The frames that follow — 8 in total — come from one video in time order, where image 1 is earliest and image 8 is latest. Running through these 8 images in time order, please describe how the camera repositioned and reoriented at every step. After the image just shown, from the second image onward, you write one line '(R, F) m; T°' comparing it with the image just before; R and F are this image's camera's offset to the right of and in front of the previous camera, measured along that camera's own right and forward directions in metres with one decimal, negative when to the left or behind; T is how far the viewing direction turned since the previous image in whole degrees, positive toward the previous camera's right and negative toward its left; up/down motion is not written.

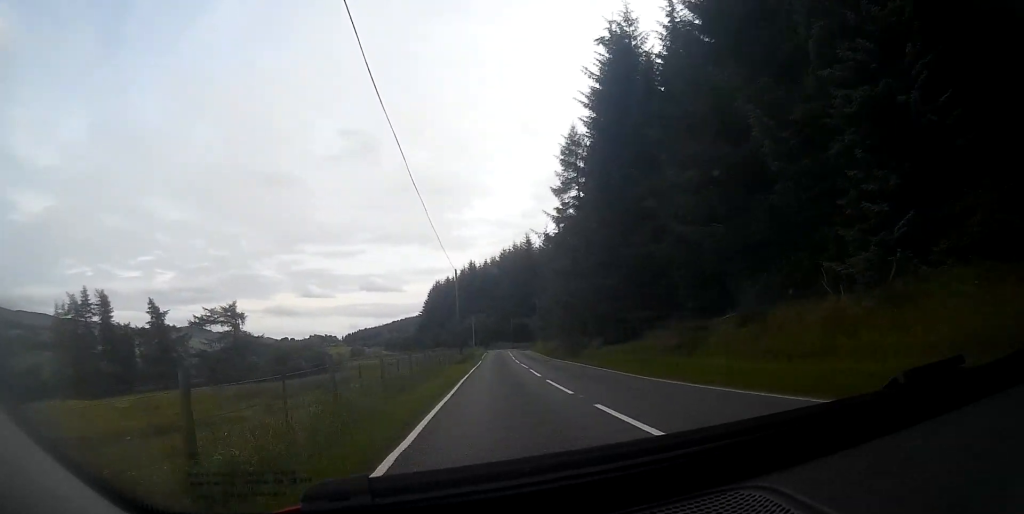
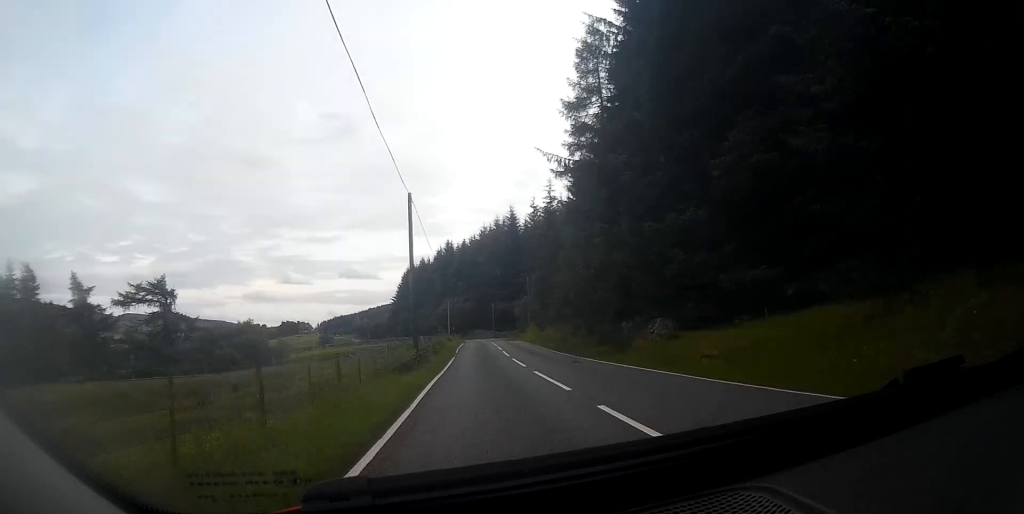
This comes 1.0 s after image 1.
(+0.5, +19.1) m; +2°
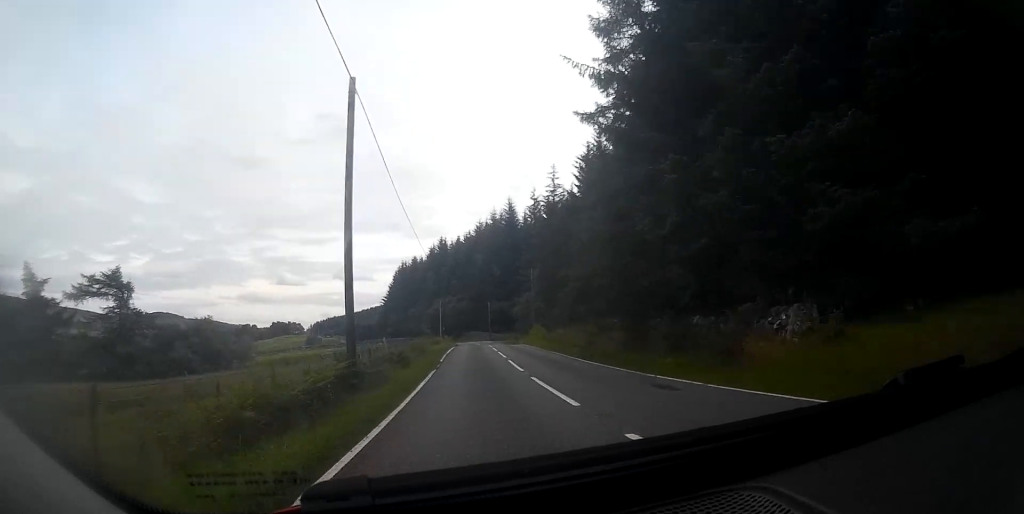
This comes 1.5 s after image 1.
(+0.2, +11.1) m; +1°
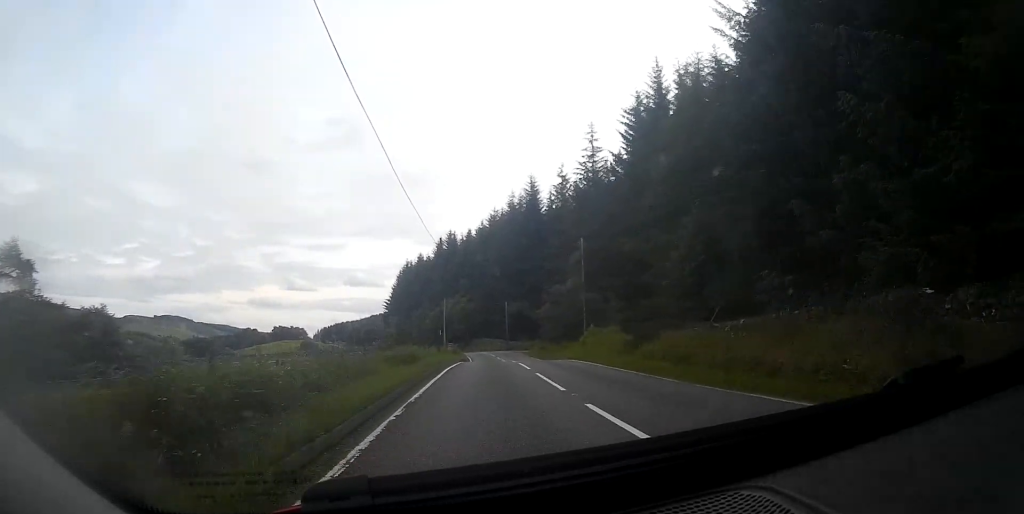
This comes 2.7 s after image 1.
(0.0, +23.4) m; 0°
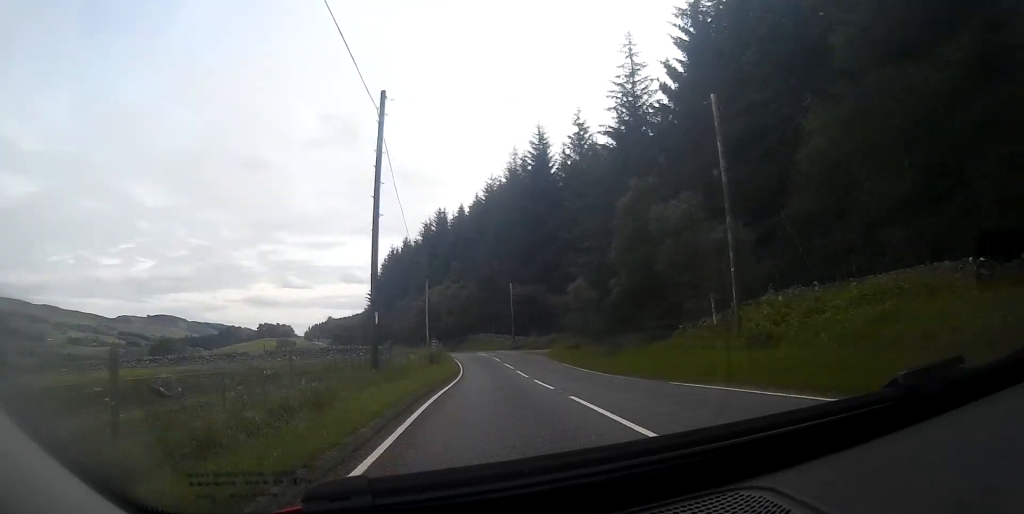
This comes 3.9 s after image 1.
(-0.1, +24.0) m; -1°
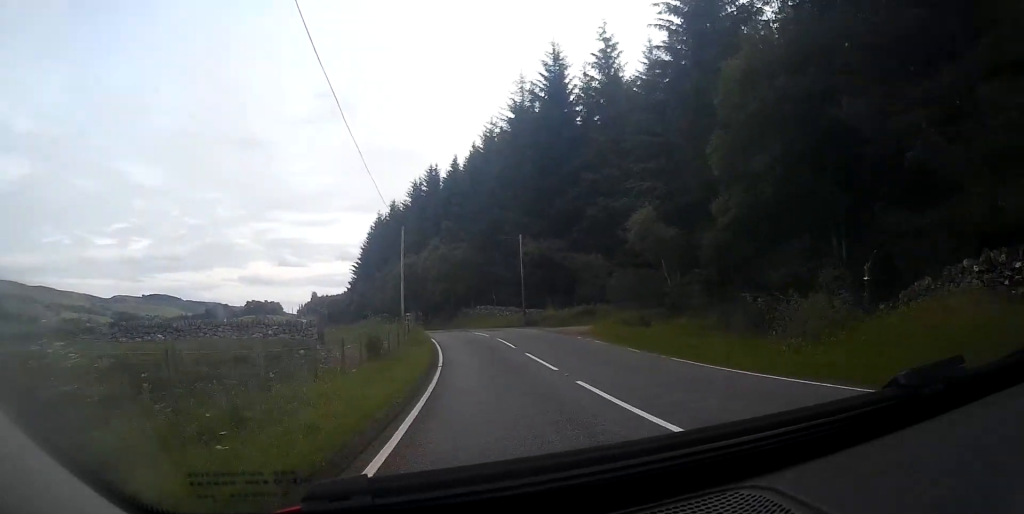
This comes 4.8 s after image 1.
(-0.1, +19.1) m; -1°
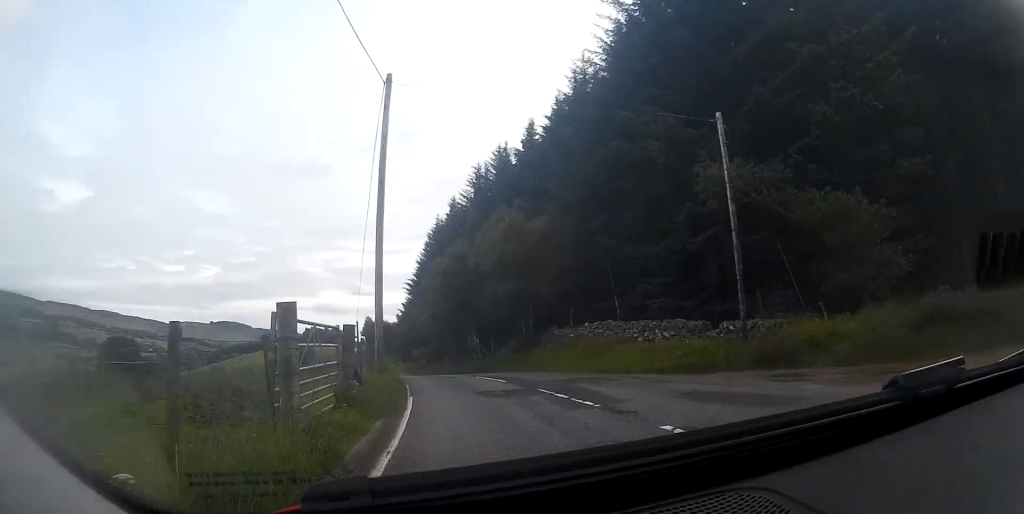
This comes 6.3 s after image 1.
(-1.0, +31.0) m; -6°
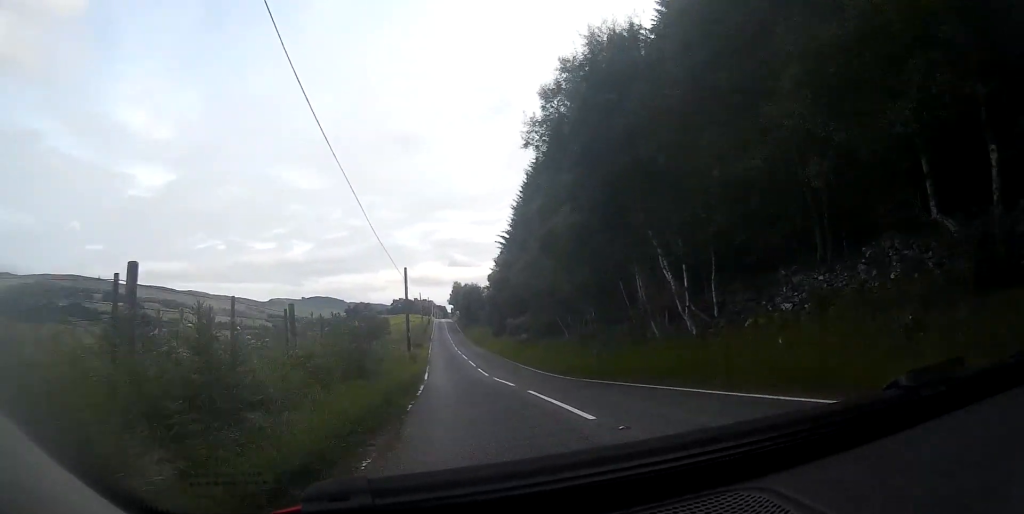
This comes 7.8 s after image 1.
(-2.0, +28.9) m; -8°
